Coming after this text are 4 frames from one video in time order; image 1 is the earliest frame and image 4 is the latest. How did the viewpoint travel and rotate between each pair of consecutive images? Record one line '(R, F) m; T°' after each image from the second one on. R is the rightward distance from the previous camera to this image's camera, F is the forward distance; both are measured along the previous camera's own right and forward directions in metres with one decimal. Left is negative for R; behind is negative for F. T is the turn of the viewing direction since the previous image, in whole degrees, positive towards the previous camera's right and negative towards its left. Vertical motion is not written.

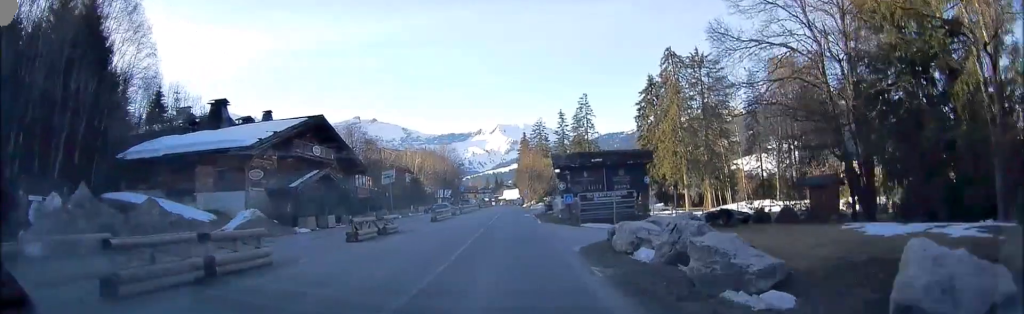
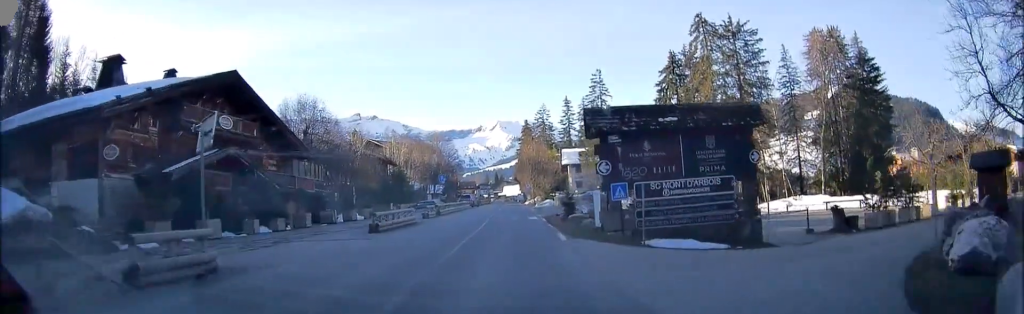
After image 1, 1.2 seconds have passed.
(0.0, +16.0) m; 0°
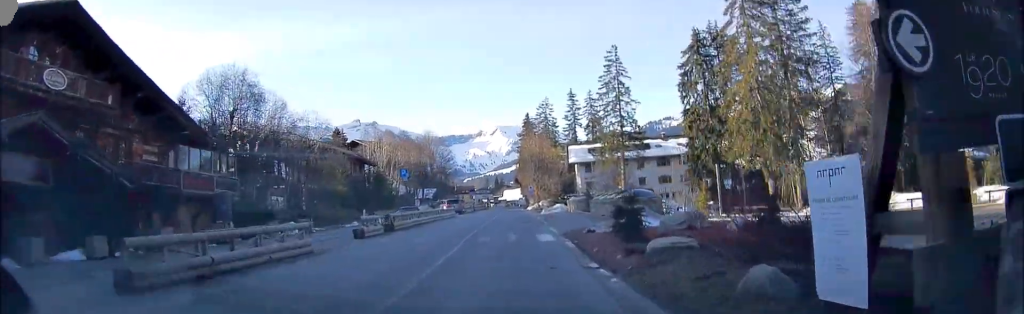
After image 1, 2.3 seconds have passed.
(0.0, +15.5) m; 0°
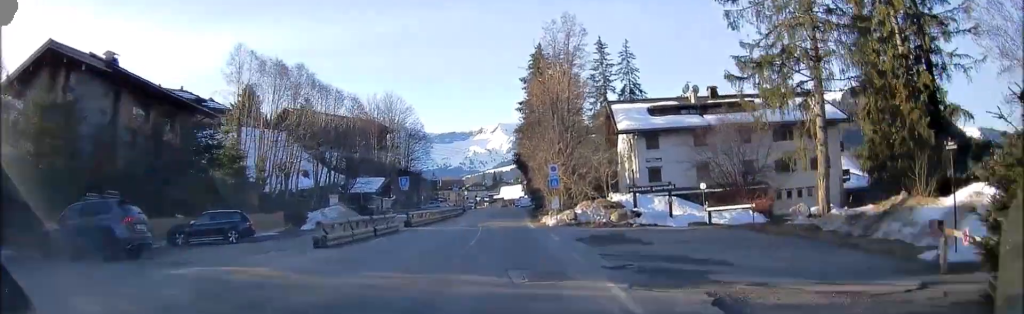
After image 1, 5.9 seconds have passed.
(-0.4, +47.1) m; 0°
